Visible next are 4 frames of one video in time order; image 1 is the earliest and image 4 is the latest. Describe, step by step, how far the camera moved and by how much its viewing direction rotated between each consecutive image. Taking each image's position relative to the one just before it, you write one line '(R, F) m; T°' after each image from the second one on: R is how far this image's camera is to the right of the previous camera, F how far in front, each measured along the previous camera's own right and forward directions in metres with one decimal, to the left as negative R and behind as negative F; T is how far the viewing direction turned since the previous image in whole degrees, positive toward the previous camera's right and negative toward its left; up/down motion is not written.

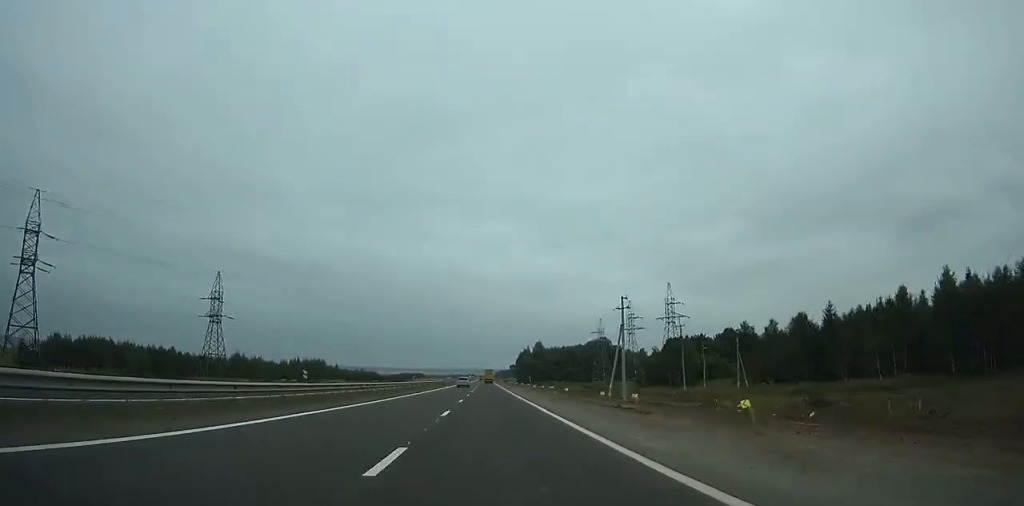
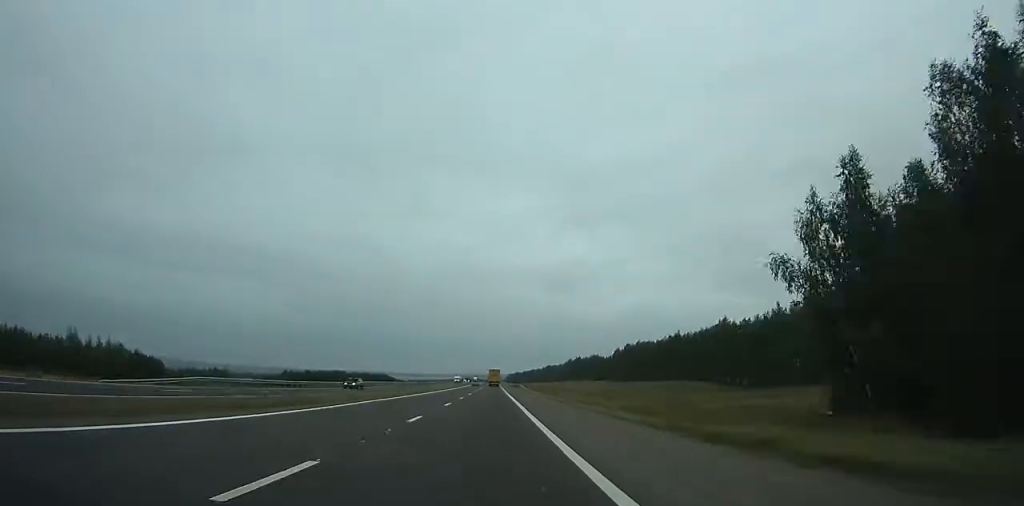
(-4.9, +336.4) m; -1°
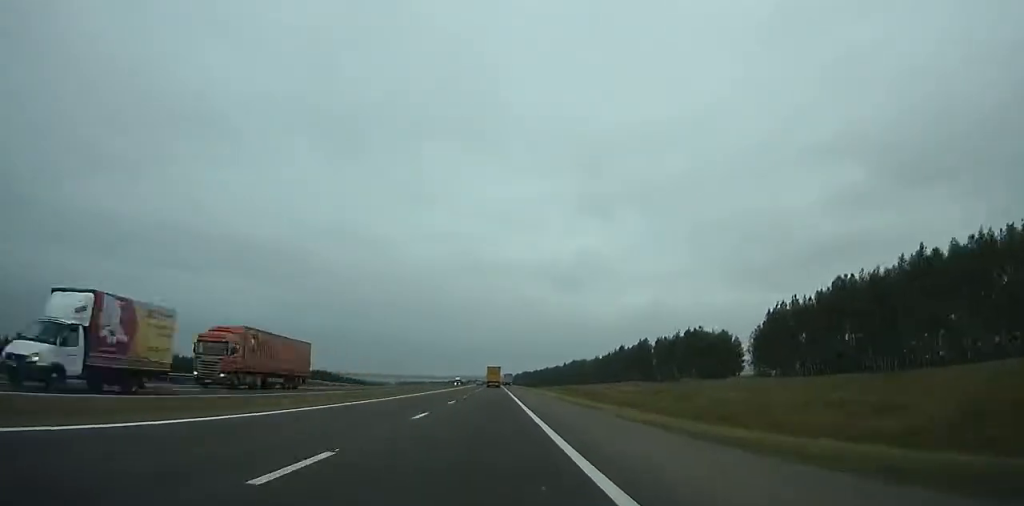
(+0.3, +178.7) m; 0°
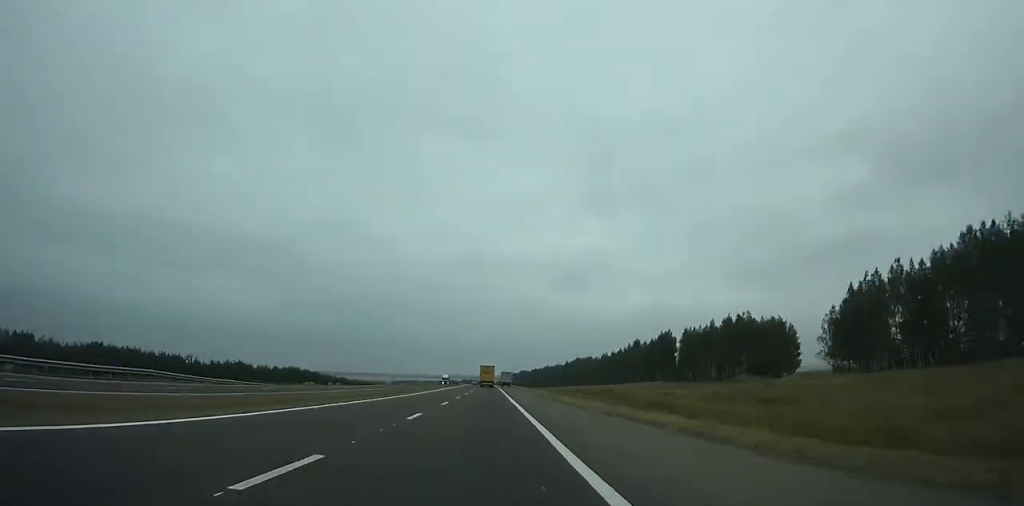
(+0.1, +36.1) m; 0°
